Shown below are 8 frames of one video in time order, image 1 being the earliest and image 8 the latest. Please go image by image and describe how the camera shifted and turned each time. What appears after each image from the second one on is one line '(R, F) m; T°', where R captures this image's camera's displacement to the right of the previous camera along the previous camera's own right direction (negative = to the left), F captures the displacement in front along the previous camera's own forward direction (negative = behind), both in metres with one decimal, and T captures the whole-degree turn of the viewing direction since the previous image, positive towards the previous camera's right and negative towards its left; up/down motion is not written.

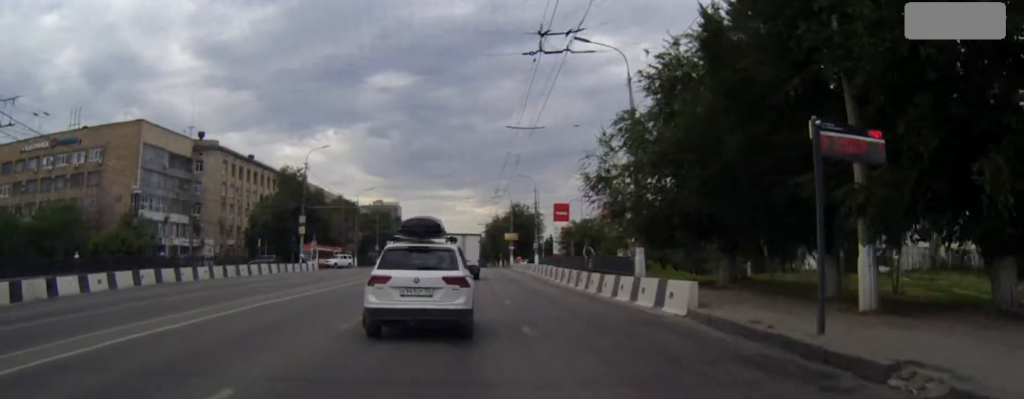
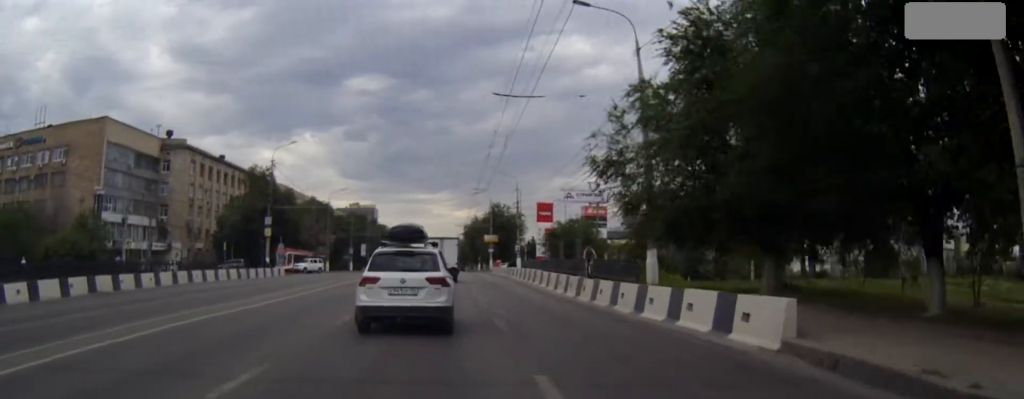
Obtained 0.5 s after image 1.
(+0.1, +5.7) m; +1°
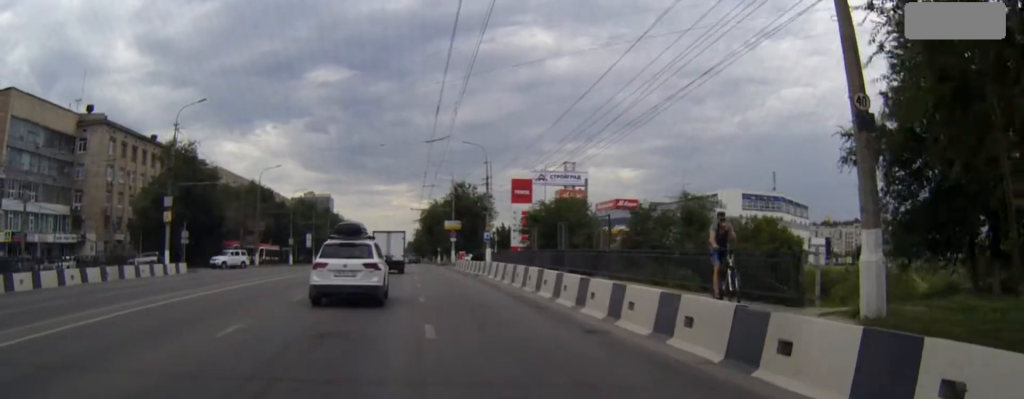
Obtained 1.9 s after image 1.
(+0.7, +18.5) m; +3°
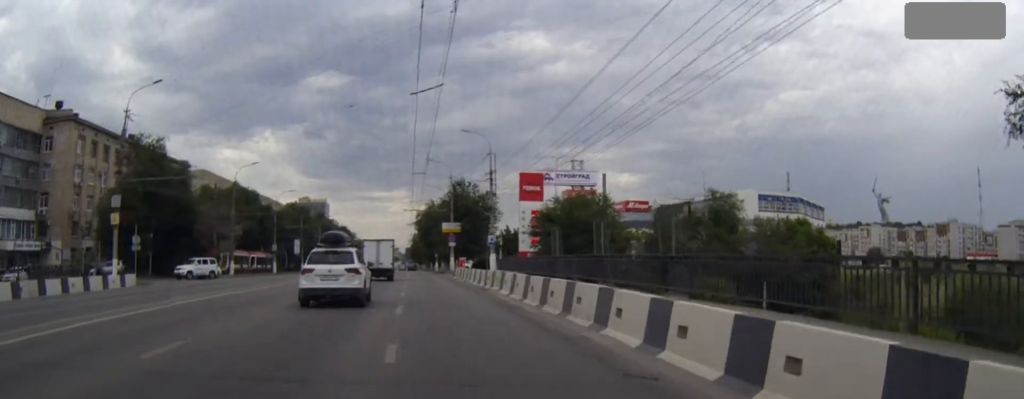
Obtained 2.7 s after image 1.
(+0.1, +10.4) m; +1°
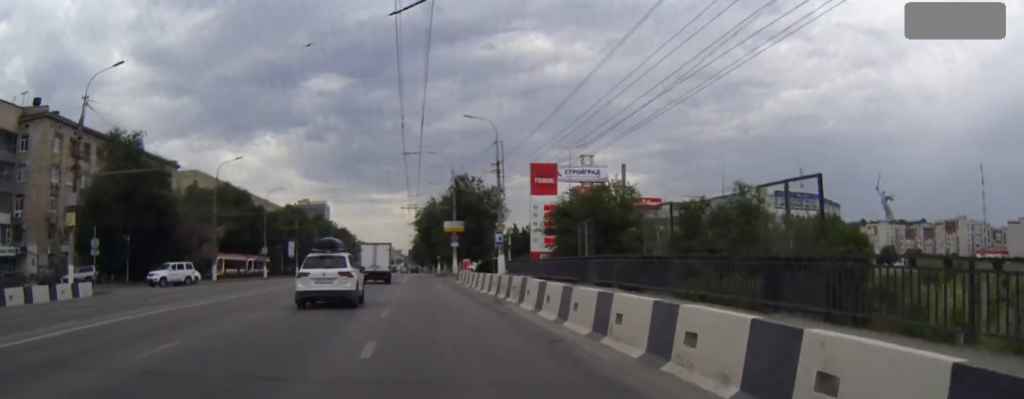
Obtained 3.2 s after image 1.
(0.0, +7.3) m; 0°
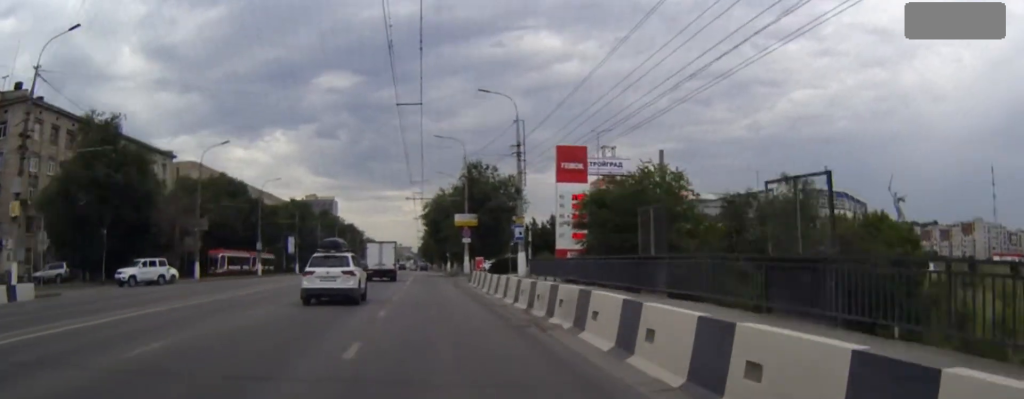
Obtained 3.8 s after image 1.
(+0.1, +8.2) m; 0°
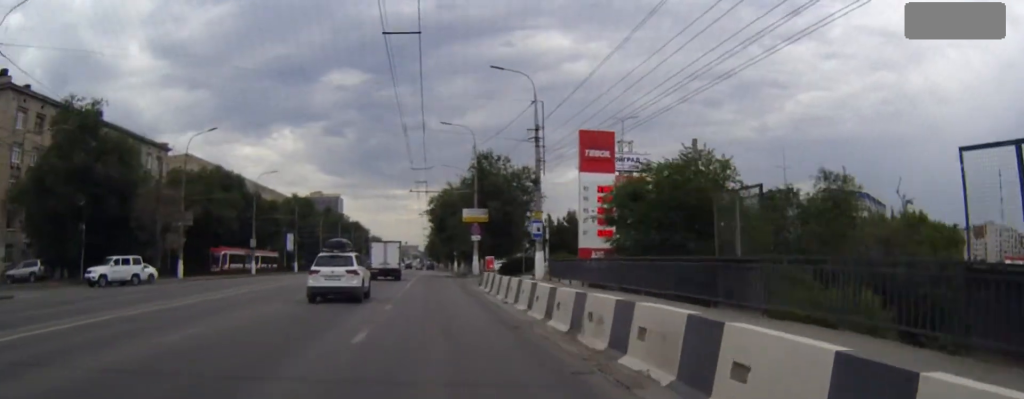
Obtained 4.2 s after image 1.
(0.0, +5.9) m; 0°
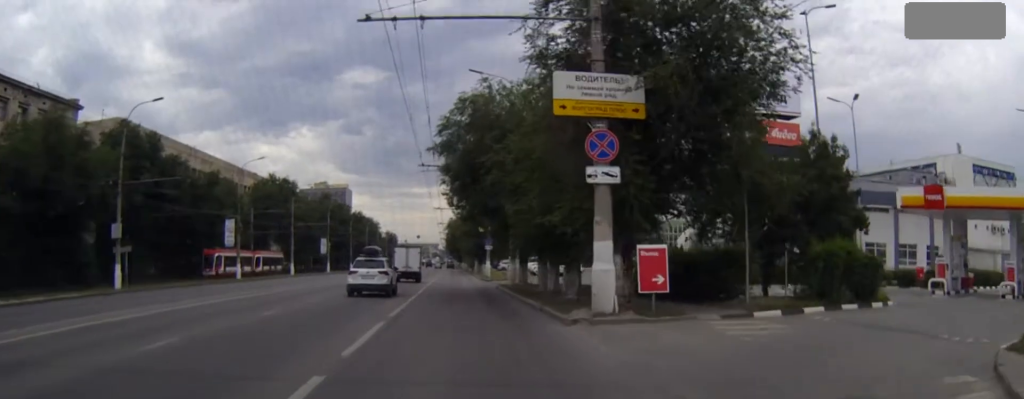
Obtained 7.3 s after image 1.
(-1.0, +42.2) m; -2°
